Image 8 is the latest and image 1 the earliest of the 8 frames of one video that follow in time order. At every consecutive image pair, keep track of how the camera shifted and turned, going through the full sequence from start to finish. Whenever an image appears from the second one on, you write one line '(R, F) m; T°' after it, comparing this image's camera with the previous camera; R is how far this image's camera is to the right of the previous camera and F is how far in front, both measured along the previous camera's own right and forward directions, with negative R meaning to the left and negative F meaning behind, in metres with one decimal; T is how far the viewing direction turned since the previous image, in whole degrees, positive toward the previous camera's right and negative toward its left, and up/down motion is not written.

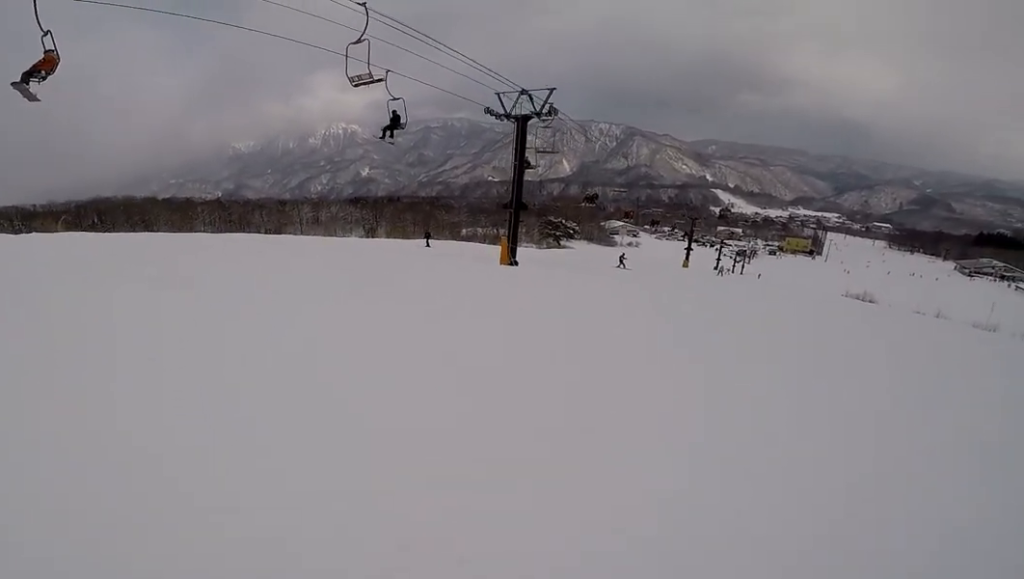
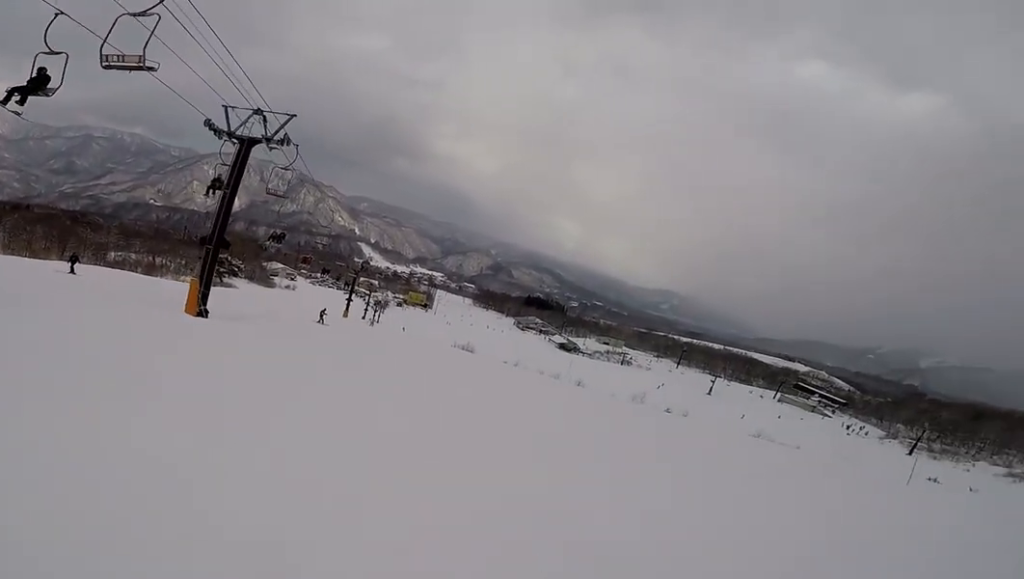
(-0.1, +4.5) m; +20°
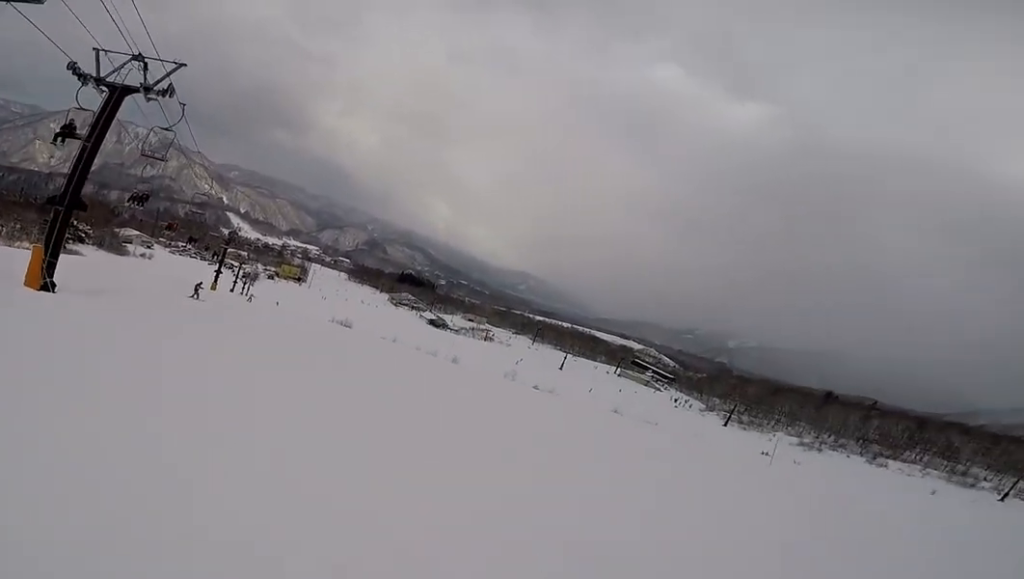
(+0.6, +1.5) m; +17°
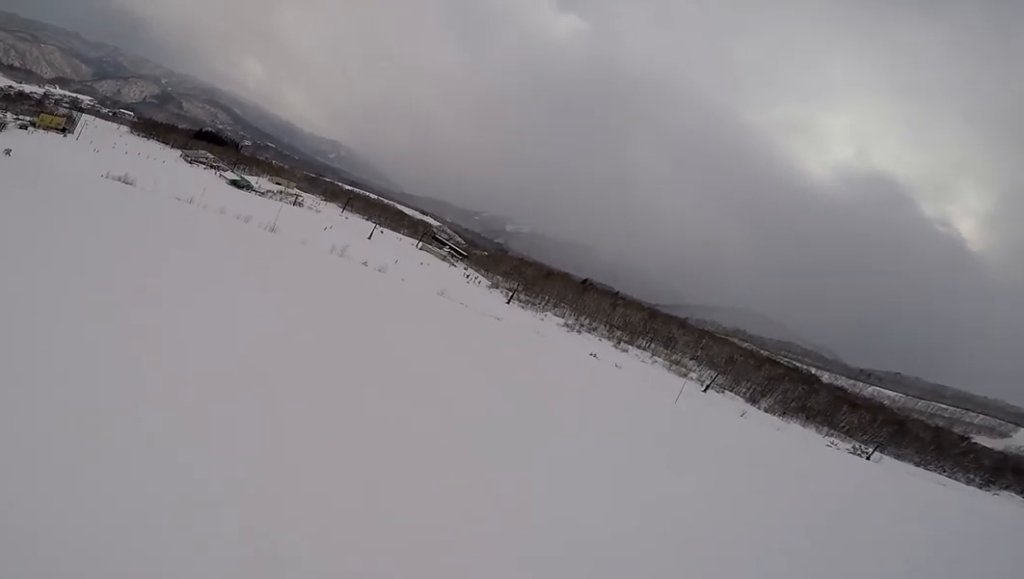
(+3.7, +5.4) m; +51°
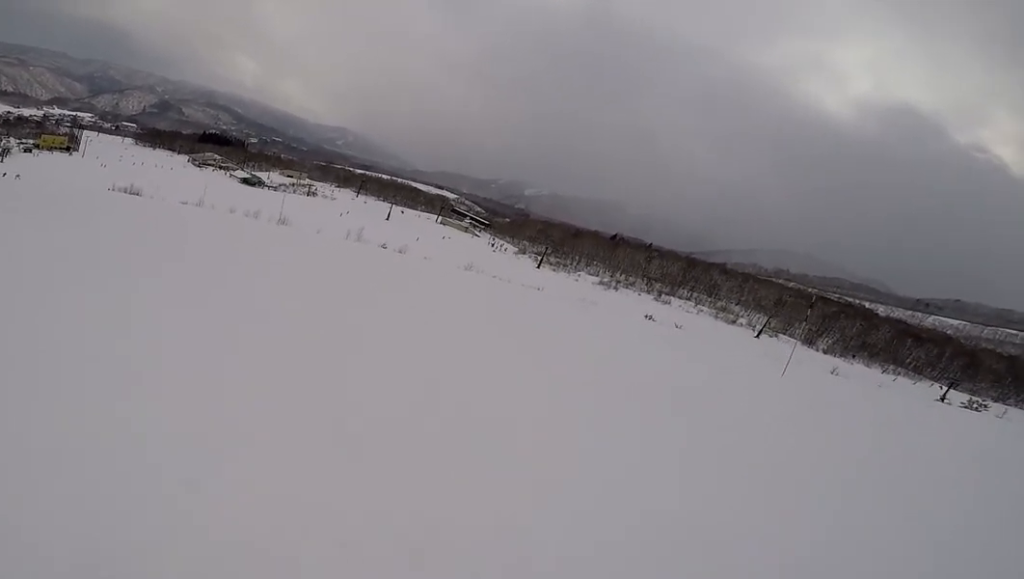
(0.0, +3.3) m; +11°
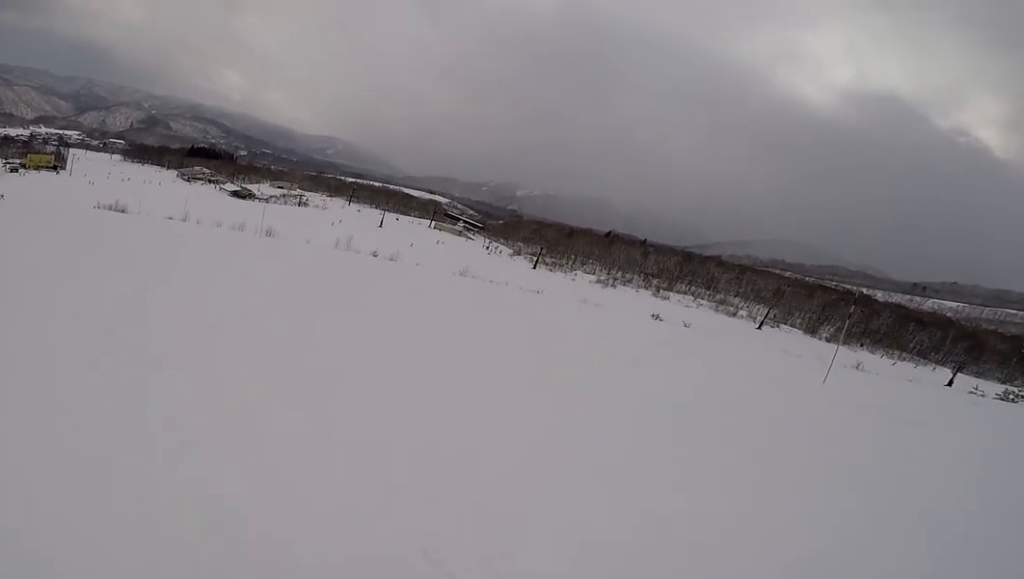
(-0.1, +1.8) m; +3°
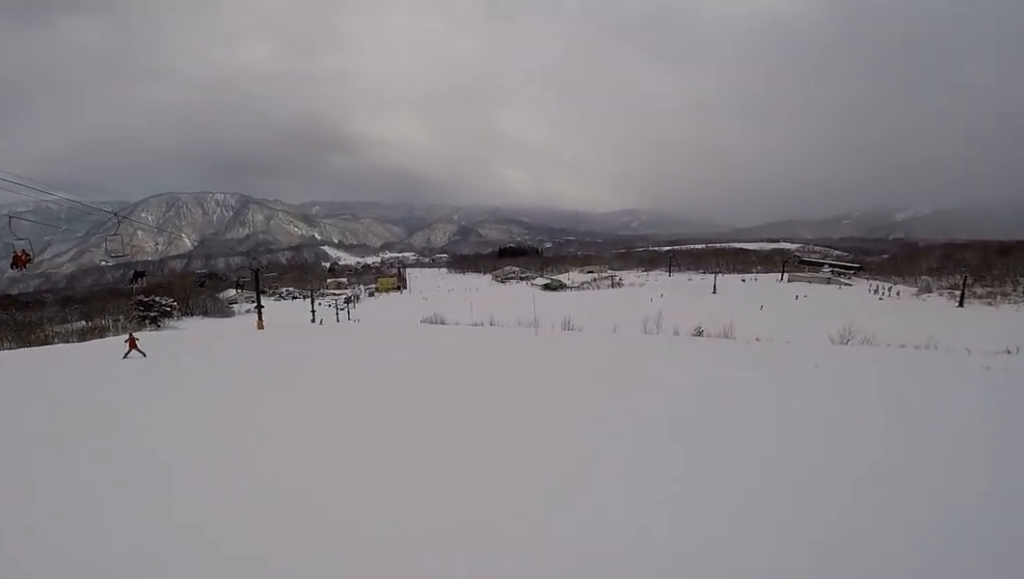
(-0.1, +5.7) m; -25°
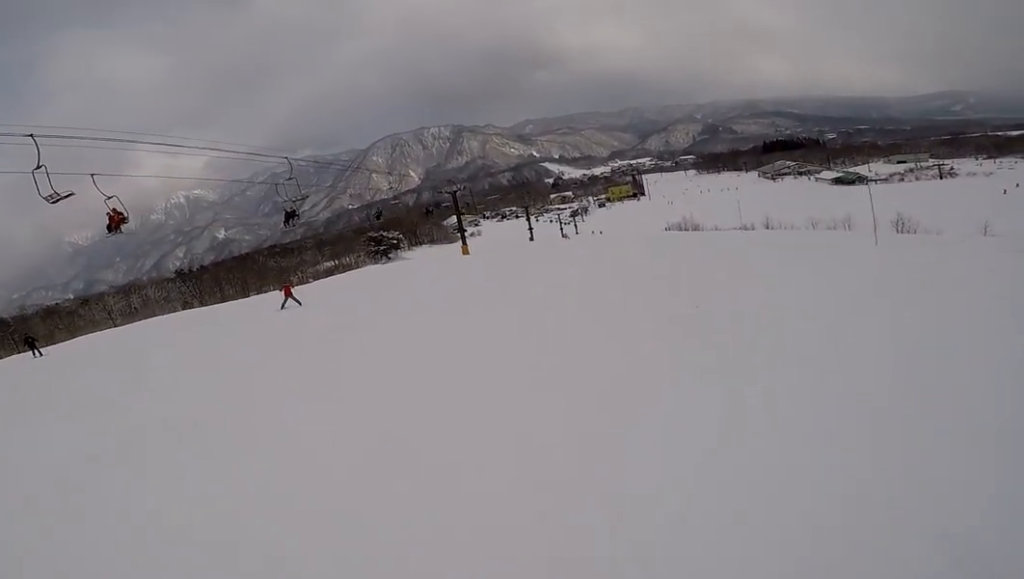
(-2.9, +7.4) m; -52°
